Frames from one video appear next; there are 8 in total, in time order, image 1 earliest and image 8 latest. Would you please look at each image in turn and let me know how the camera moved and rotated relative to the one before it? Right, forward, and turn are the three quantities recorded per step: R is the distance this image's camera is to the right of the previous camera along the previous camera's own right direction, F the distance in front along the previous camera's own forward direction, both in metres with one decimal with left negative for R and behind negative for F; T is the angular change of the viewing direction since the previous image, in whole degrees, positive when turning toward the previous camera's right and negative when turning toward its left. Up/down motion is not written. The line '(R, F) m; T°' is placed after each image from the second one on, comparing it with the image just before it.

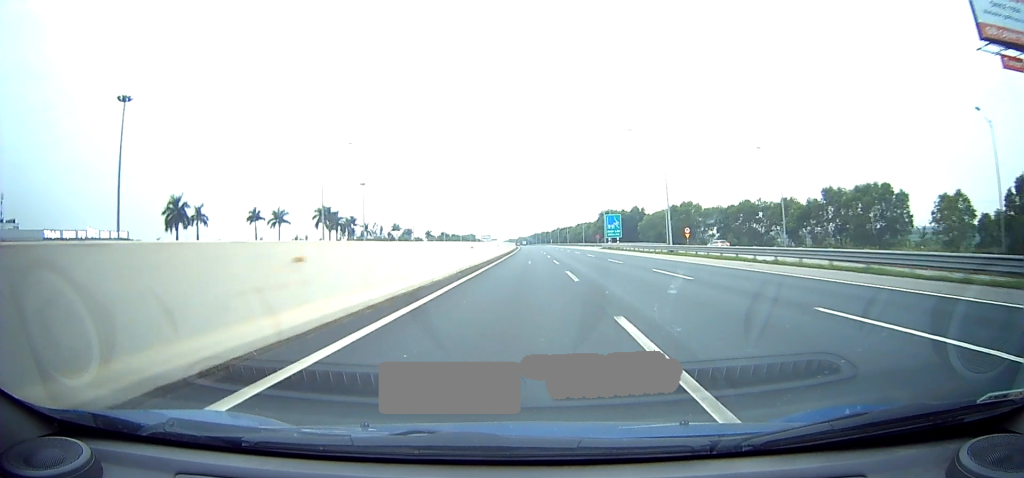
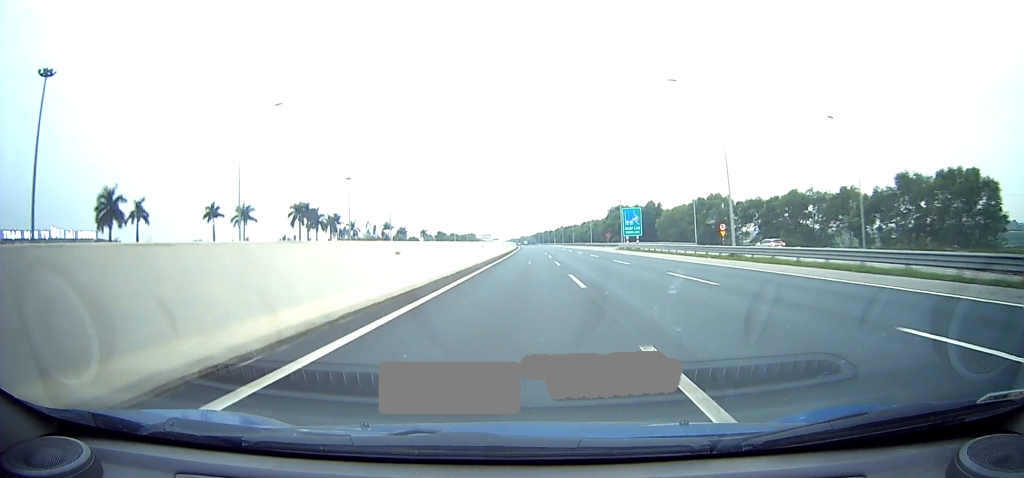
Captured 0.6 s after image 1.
(+0.1, +16.4) m; -1°
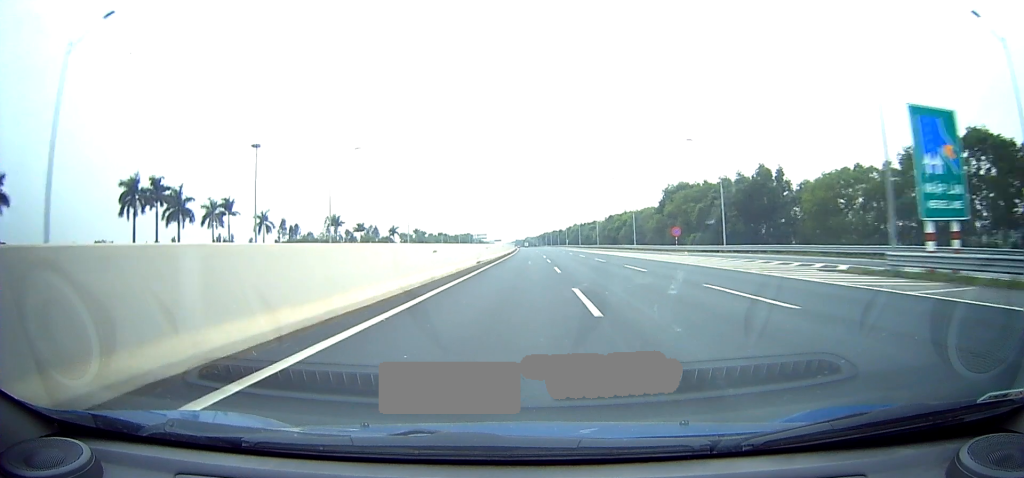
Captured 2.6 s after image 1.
(-1.6, +63.2) m; -2°
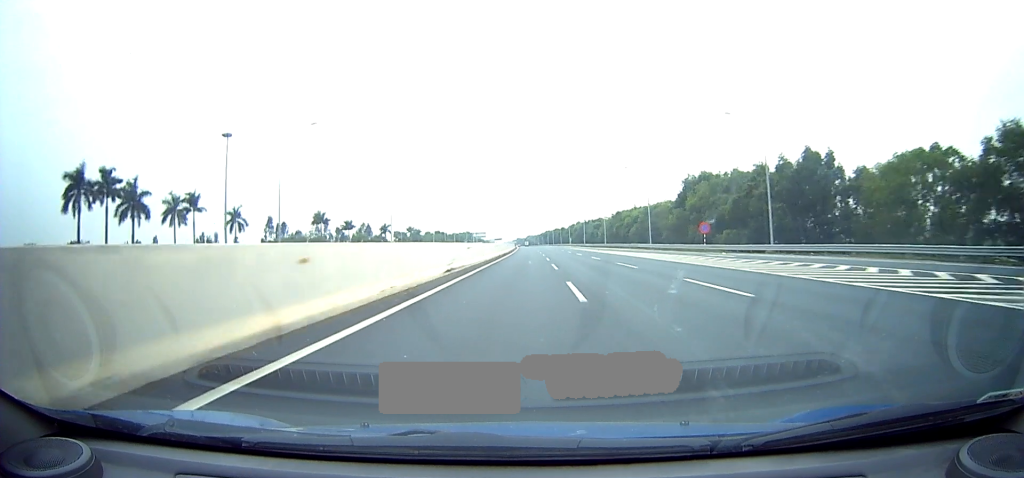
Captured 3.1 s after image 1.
(0.0, +13.6) m; -1°
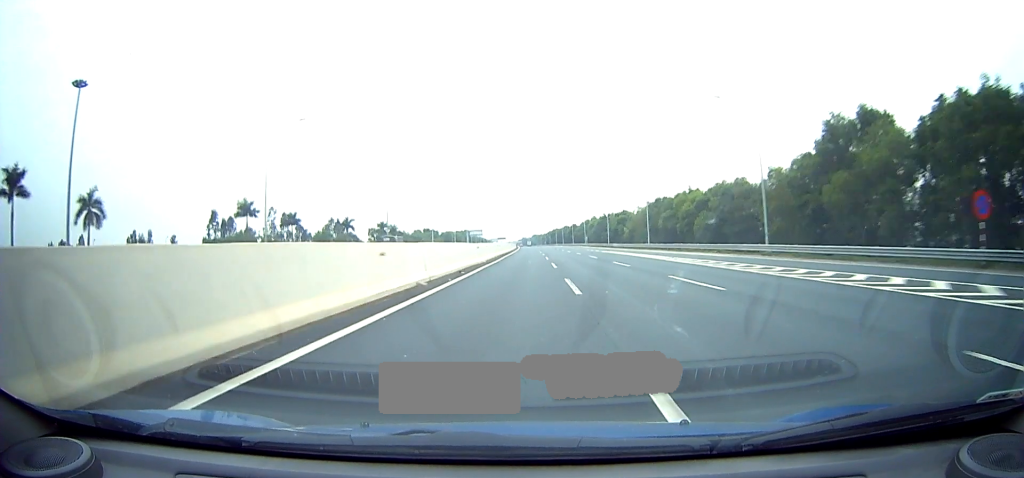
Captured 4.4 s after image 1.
(-1.3, +42.8) m; 0°
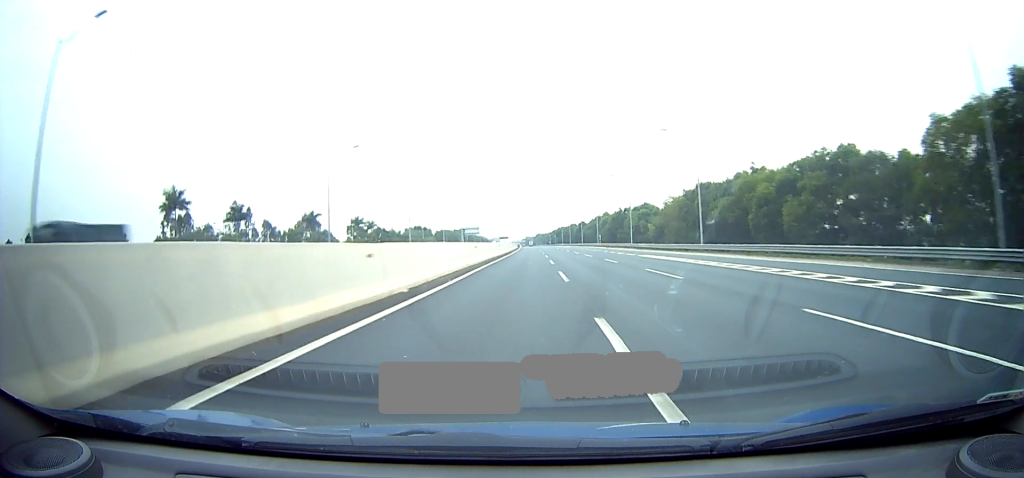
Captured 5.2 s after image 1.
(+1.0, +25.9) m; +1°
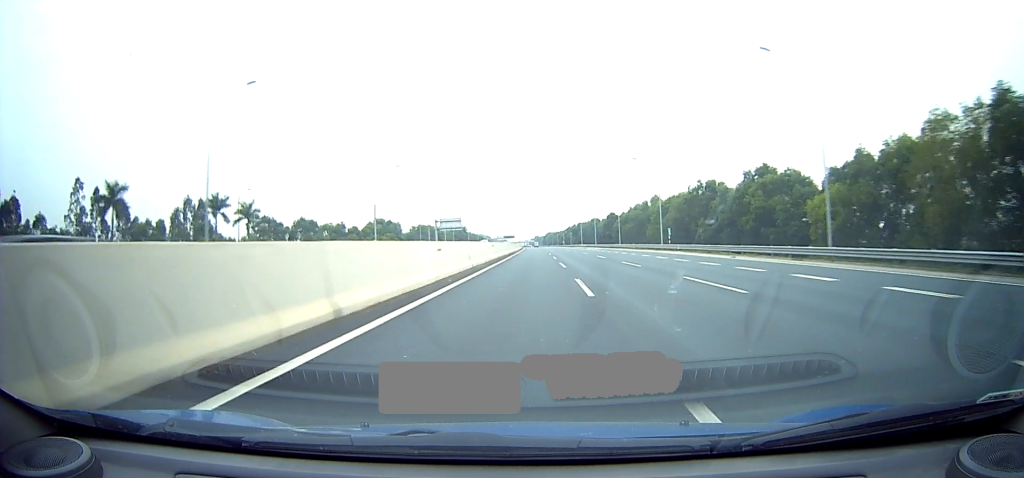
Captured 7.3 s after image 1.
(-0.9, +69.7) m; -1°
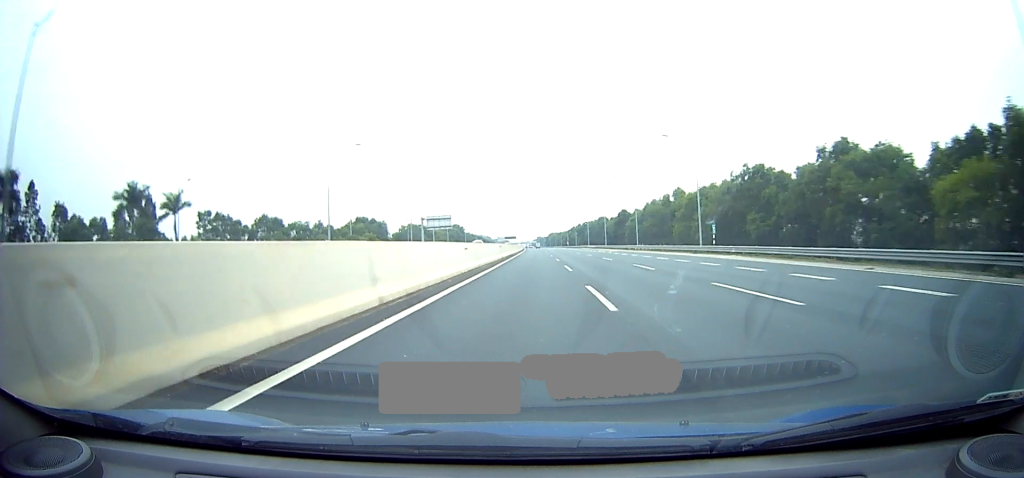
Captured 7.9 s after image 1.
(0.0, +19.4) m; 0°
